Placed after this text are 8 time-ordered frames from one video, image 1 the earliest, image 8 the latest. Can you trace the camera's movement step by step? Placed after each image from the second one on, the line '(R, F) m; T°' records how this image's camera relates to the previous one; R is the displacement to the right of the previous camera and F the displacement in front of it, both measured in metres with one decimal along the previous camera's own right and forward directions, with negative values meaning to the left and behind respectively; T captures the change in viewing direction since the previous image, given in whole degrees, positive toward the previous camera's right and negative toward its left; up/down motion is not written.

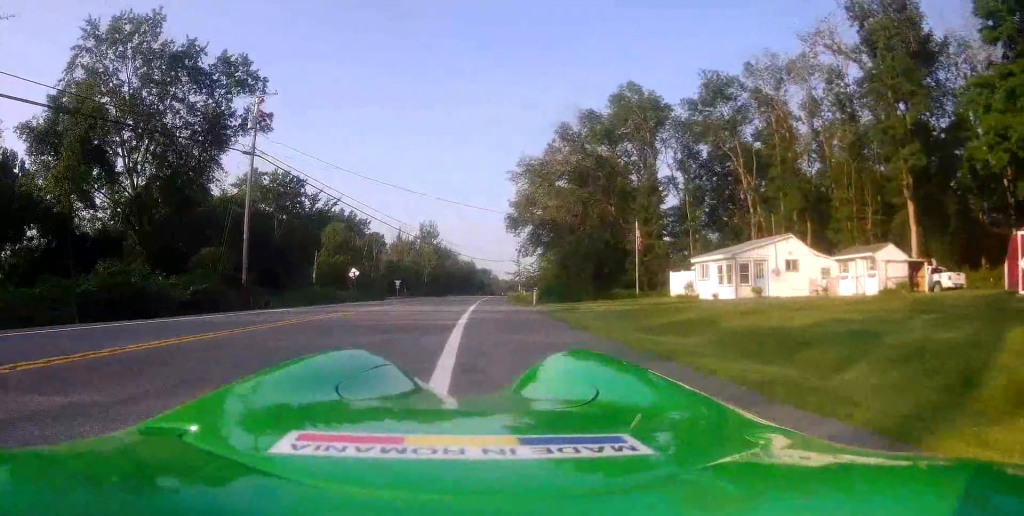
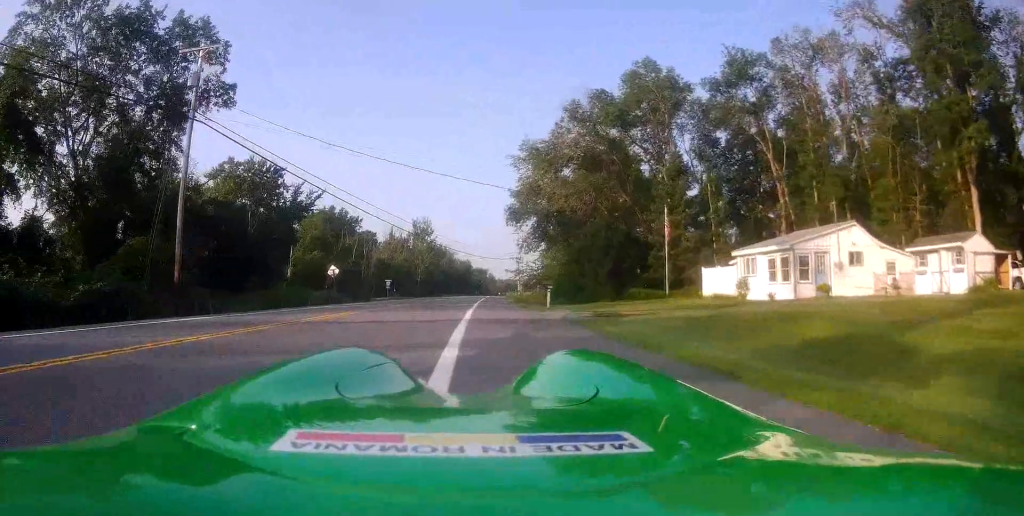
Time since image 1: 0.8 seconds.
(-0.1, +6.7) m; -1°
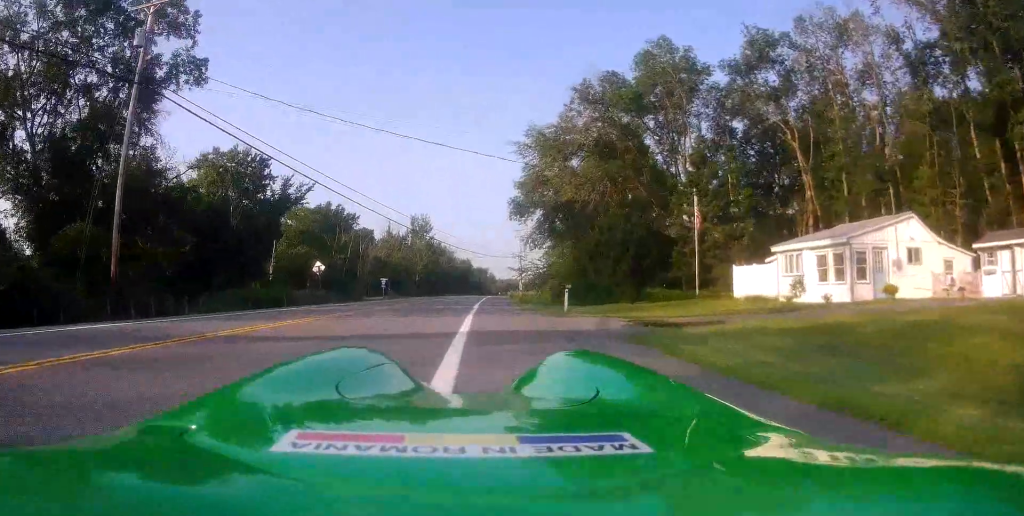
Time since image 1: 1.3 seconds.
(0.0, +4.6) m; 0°
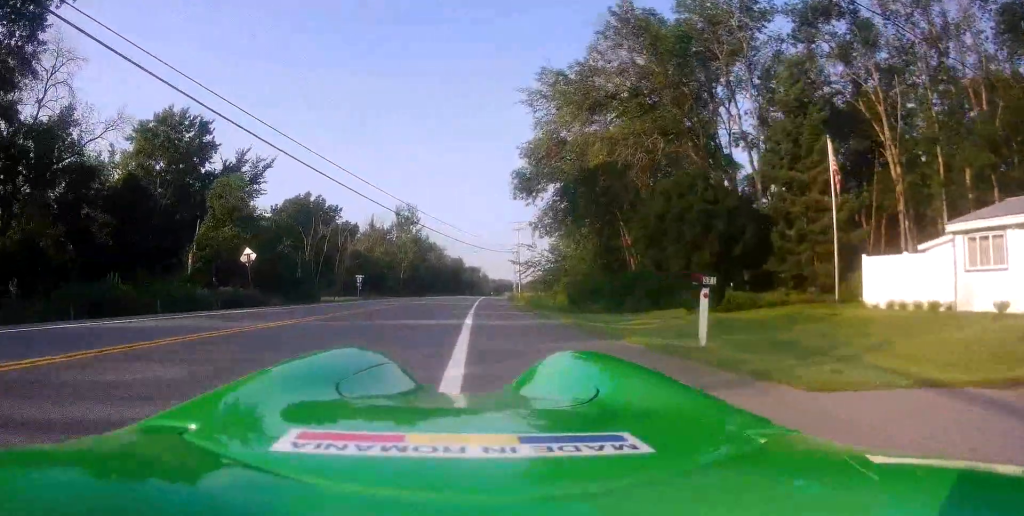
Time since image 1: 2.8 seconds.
(+0.4, +12.2) m; +2°
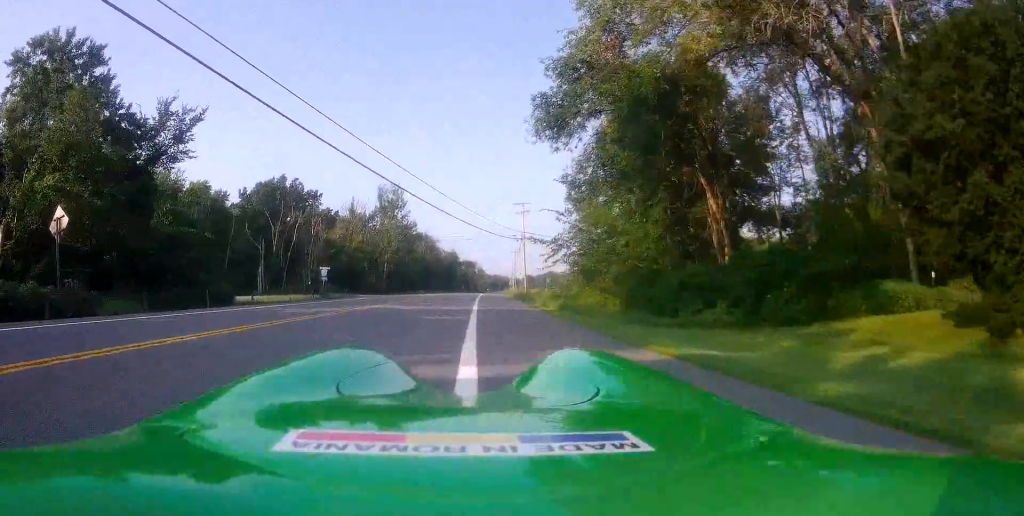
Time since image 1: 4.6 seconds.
(-0.2, +14.8) m; 0°
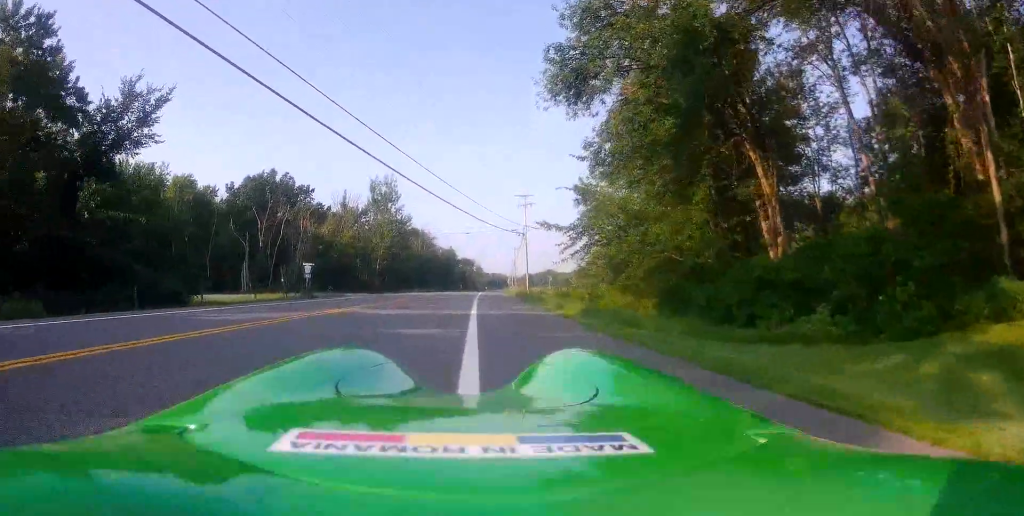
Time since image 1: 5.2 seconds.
(+0.1, +5.1) m; +1°
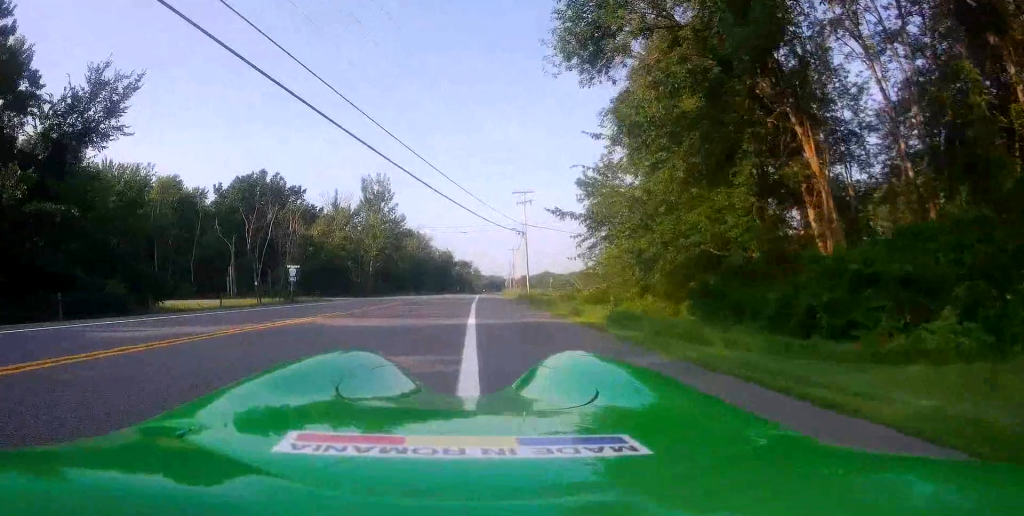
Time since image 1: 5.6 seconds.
(+0.1, +3.4) m; -1°
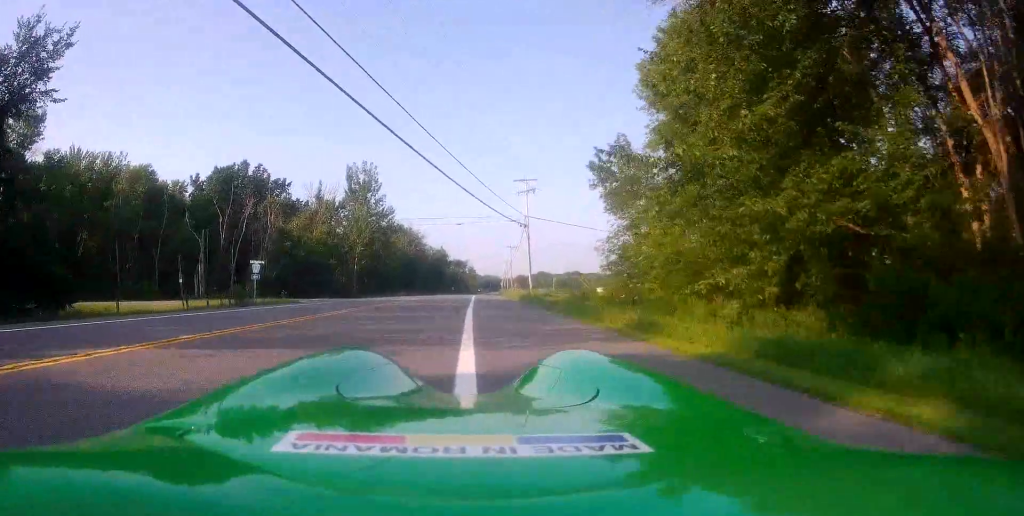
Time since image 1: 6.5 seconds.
(-0.1, +7.3) m; -2°
